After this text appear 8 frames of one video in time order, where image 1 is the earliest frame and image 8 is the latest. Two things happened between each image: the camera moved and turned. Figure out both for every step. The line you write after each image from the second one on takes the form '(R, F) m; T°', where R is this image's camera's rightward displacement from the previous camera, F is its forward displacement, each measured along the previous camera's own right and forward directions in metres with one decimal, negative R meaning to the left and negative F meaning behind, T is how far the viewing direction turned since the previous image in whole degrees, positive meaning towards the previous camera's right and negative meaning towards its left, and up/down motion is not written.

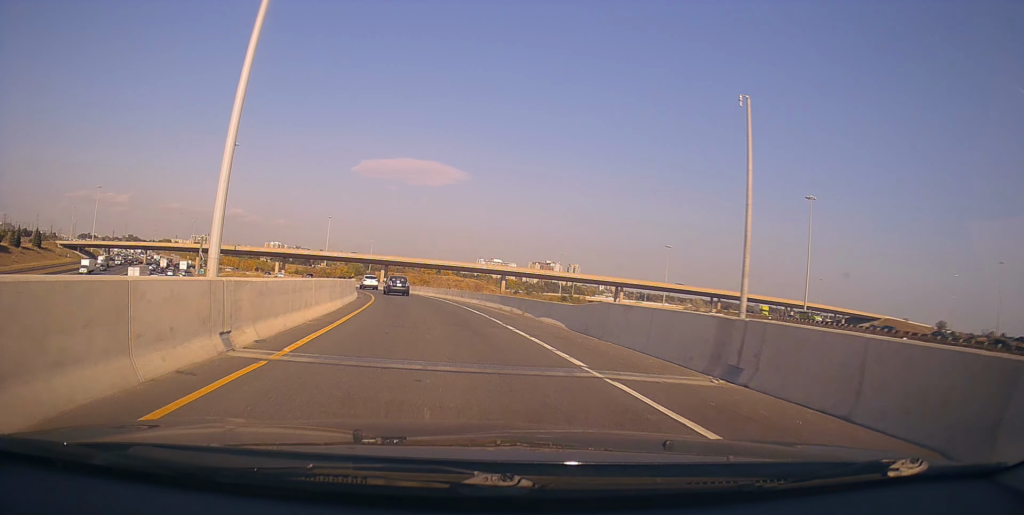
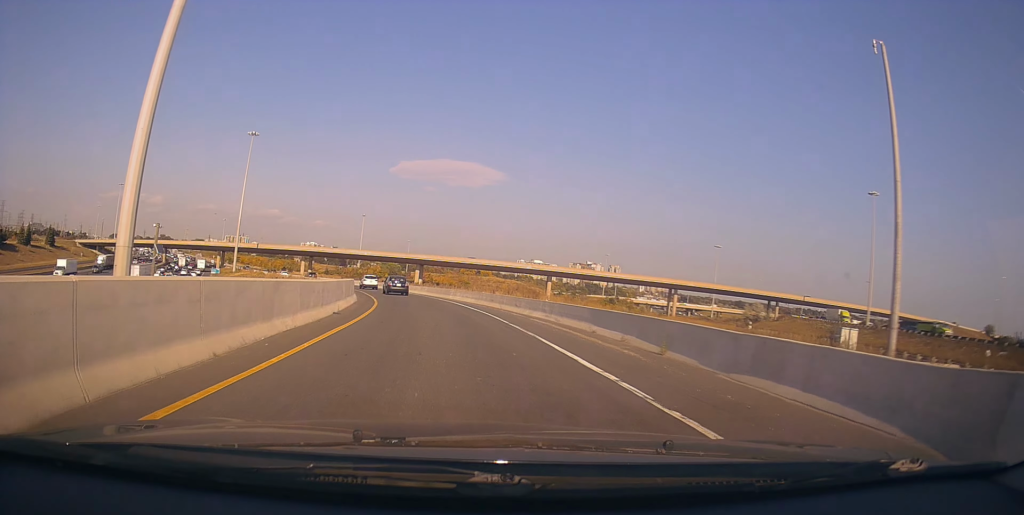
(-0.5, +14.8) m; -5°
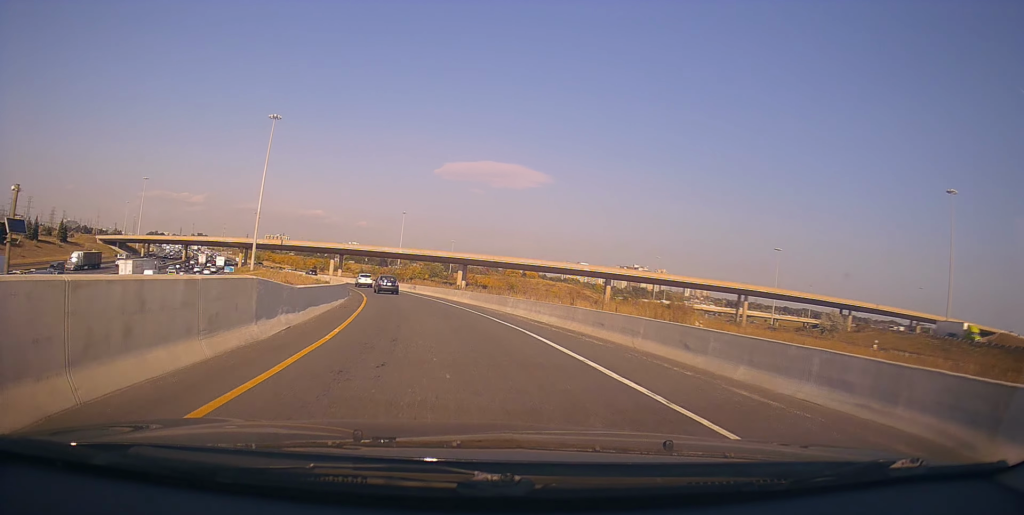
(-1.3, +18.5) m; -5°
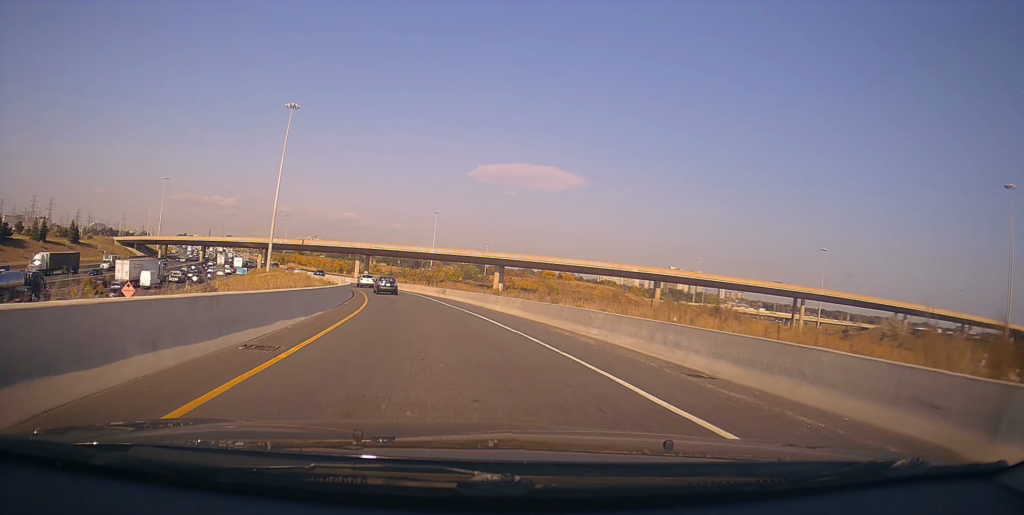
(-0.1, +12.5) m; -2°
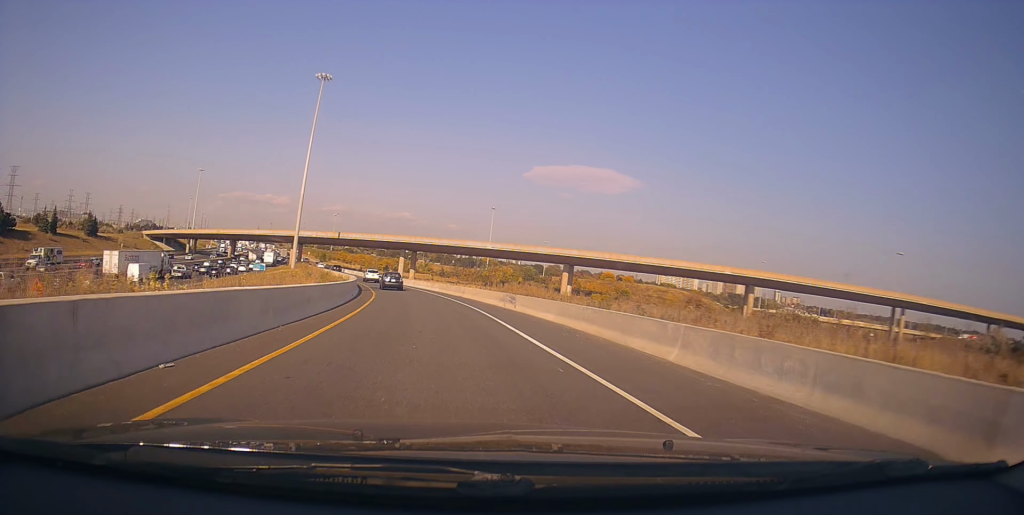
(-0.7, +20.7) m; -5°
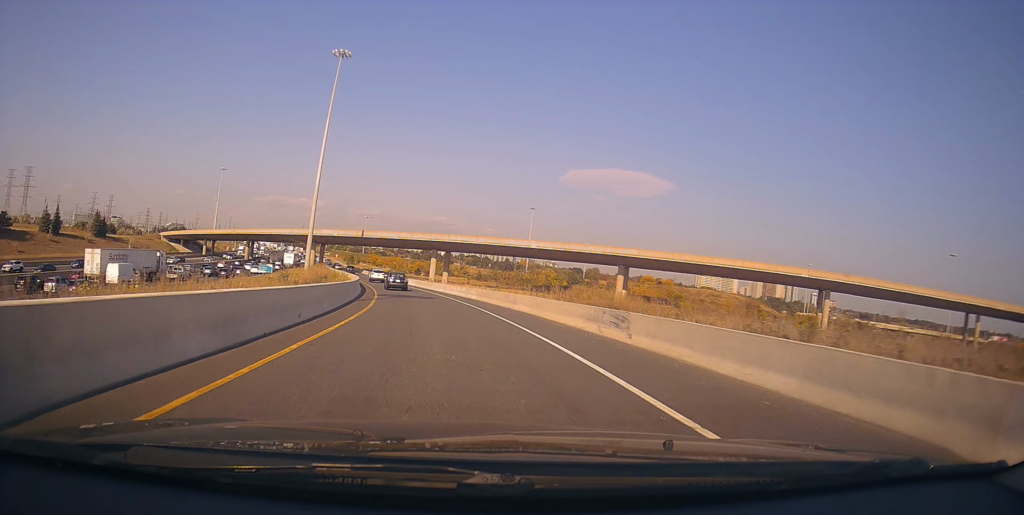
(-0.4, +15.1) m; -3°
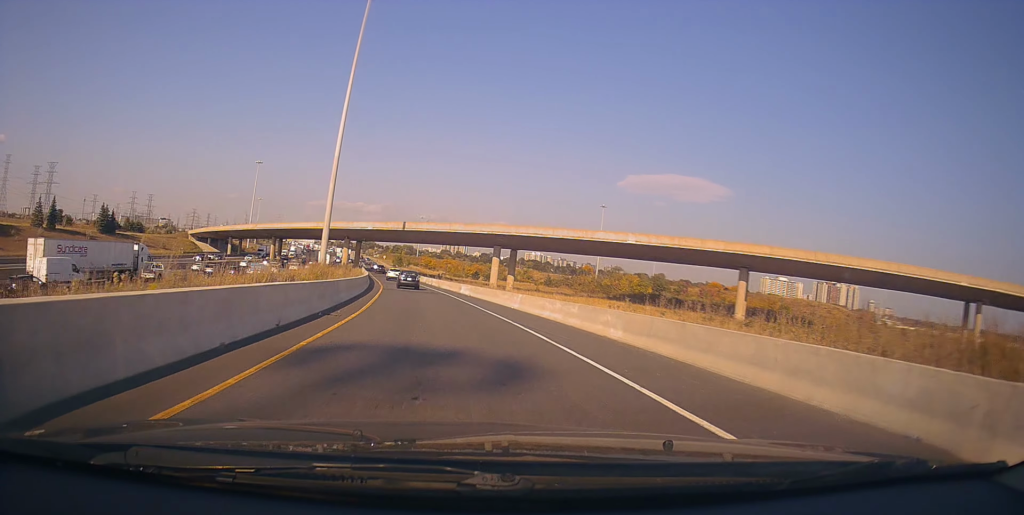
(-1.4, +26.6) m; -7°
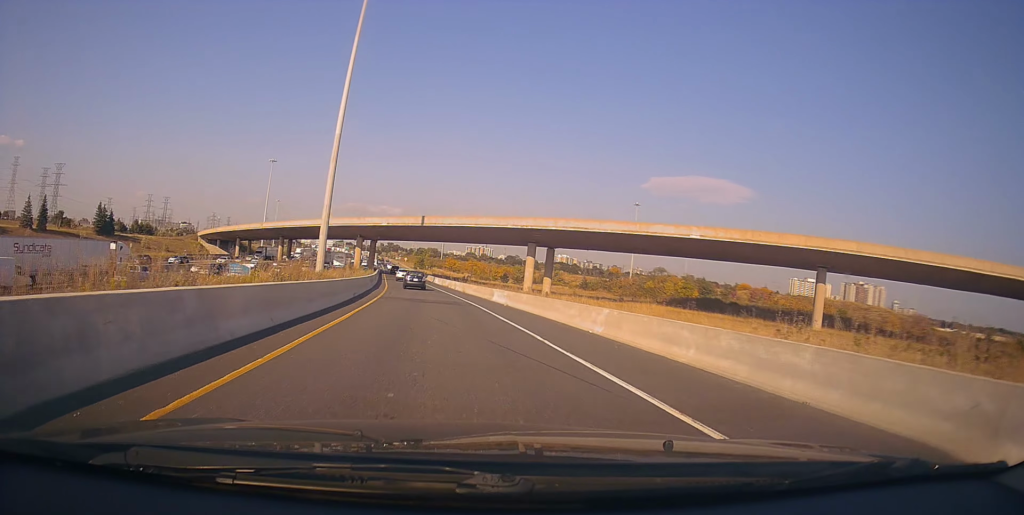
(-0.6, +13.7) m; -2°
